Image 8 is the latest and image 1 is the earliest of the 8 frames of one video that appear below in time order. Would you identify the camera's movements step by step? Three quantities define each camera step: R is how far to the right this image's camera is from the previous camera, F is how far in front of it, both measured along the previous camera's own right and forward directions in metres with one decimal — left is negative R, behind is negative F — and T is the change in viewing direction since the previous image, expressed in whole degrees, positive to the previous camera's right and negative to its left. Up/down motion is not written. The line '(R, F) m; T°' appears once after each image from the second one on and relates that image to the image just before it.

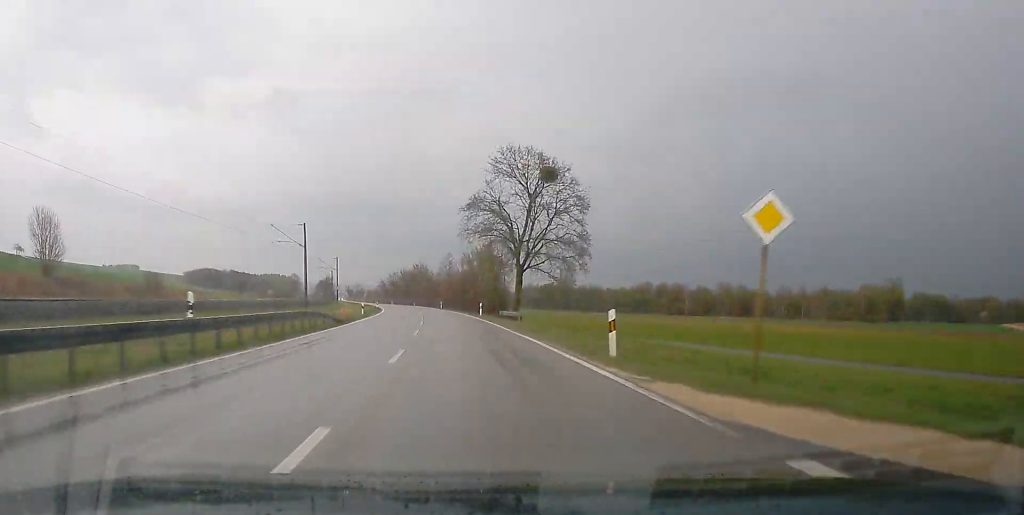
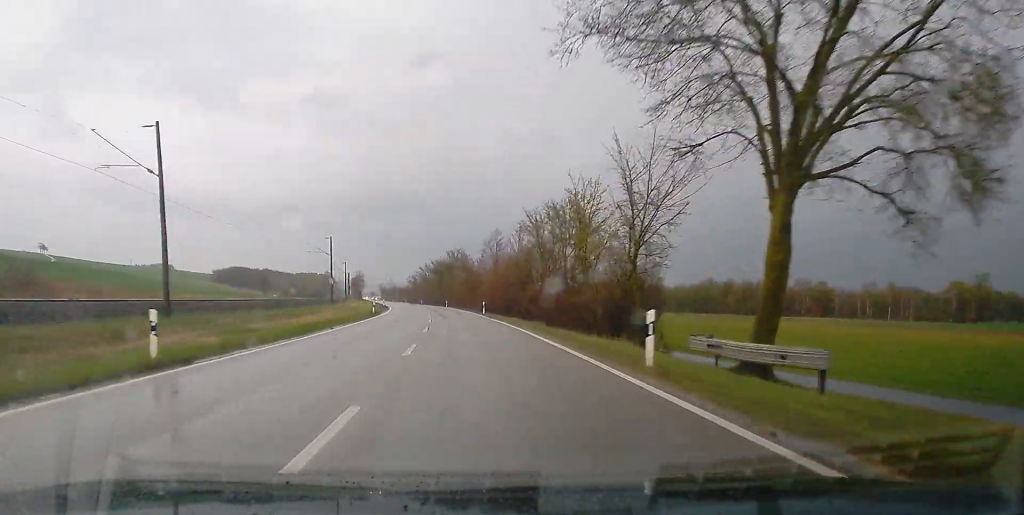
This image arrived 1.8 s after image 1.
(-1.1, +46.6) m; -2°
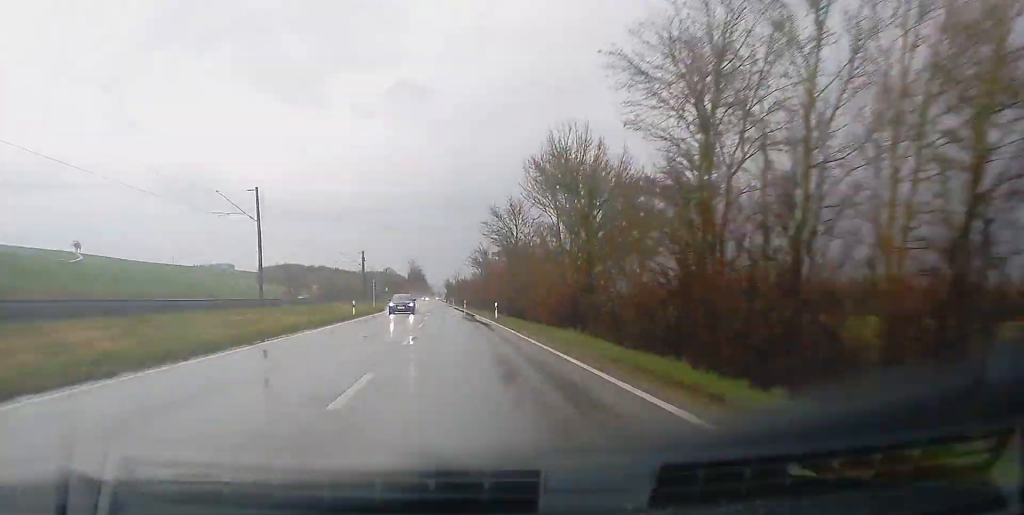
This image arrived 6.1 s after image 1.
(-5.4, +115.3) m; -5°
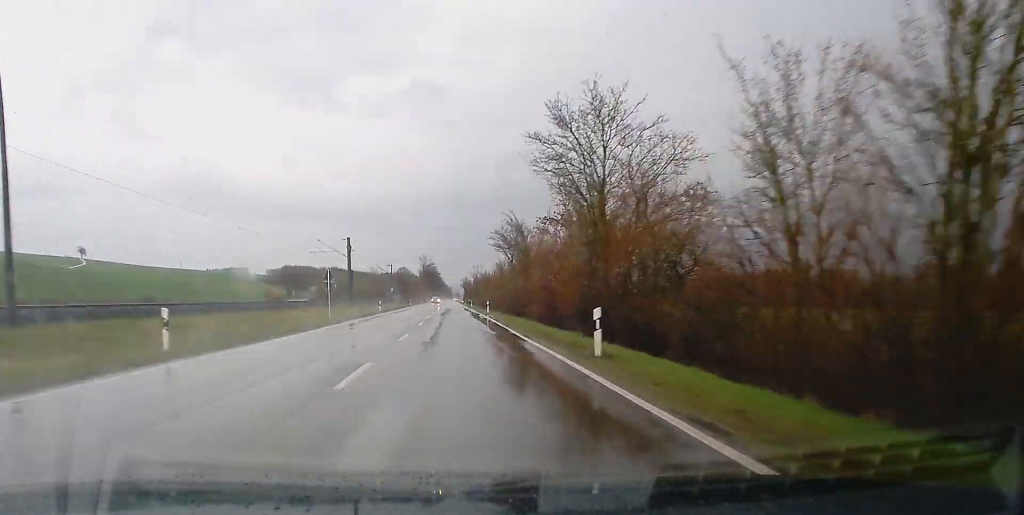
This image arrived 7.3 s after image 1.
(-0.4, +34.0) m; -1°
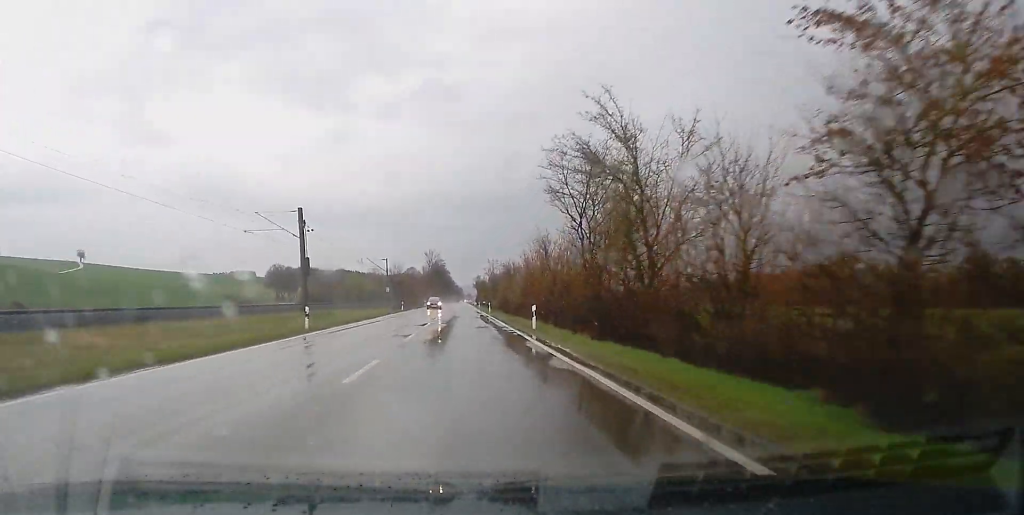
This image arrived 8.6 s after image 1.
(-0.3, +35.1) m; -1°
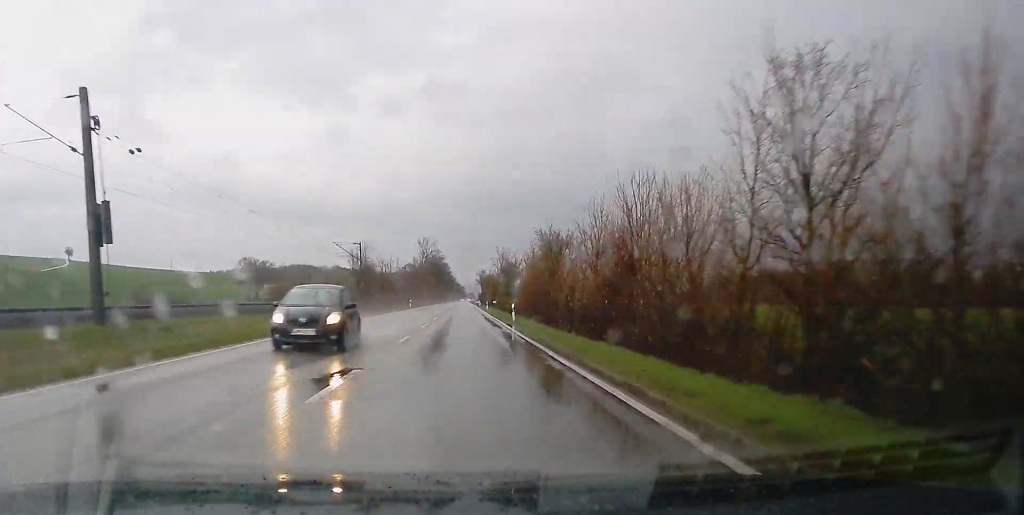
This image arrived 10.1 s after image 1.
(-0.2, +38.0) m; 0°
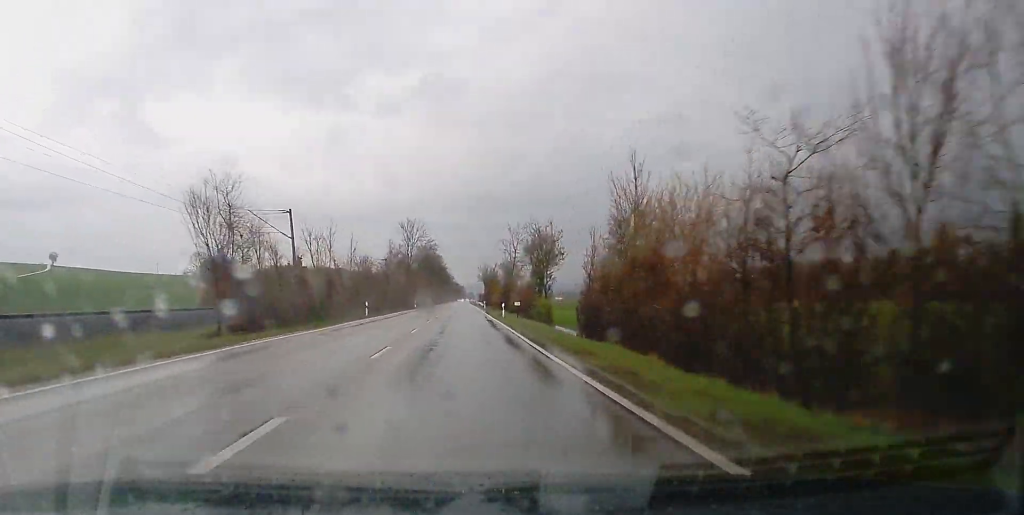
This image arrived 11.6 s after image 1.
(-0.3, +41.0) m; 0°
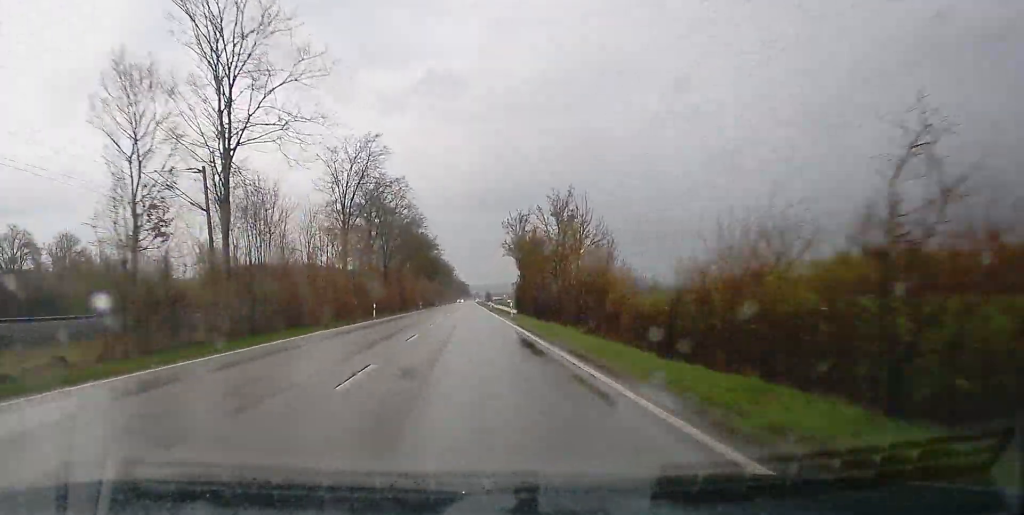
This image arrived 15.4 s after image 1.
(+0.3, +103.0) m; 0°
